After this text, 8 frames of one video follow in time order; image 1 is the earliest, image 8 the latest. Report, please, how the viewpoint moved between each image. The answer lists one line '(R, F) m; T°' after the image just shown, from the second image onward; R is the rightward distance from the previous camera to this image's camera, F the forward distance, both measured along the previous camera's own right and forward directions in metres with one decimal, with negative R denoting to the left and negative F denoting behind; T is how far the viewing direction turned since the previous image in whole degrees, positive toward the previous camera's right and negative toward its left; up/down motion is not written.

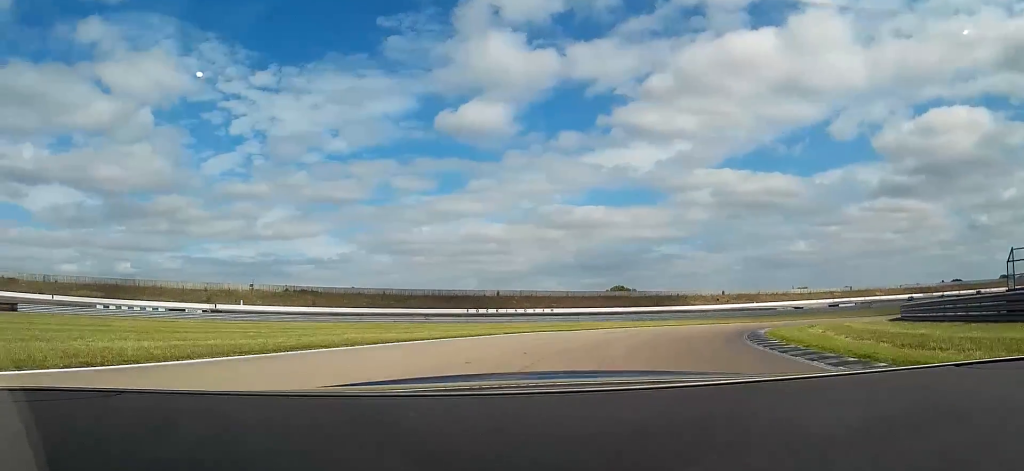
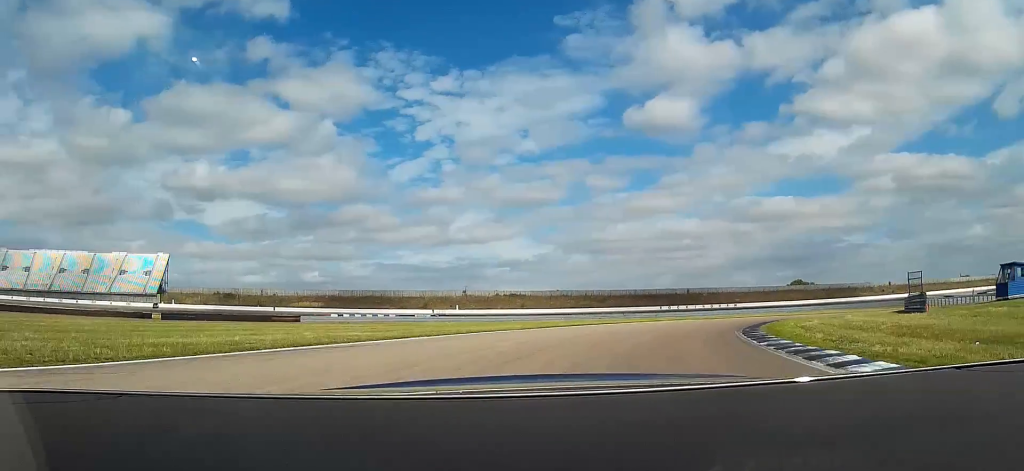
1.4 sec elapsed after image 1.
(-5.3, +24.7) m; -22°
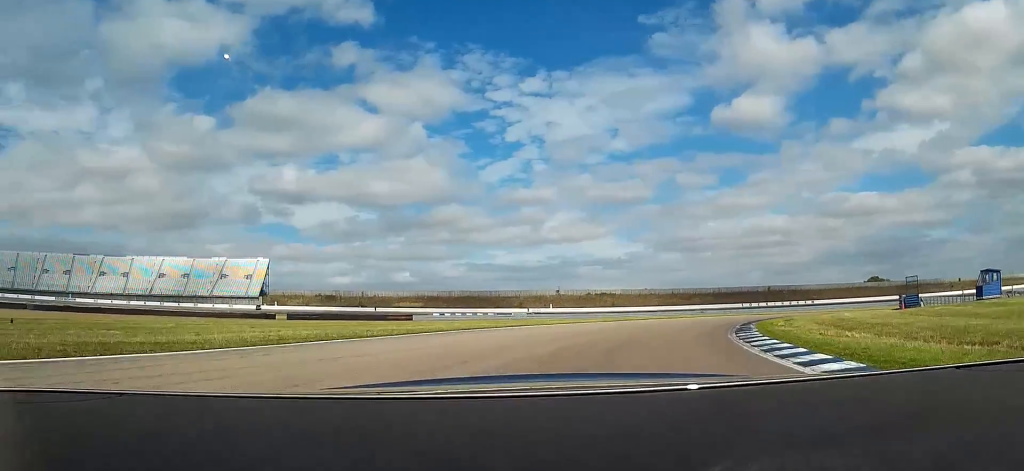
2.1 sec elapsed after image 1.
(-0.9, +12.8) m; -8°
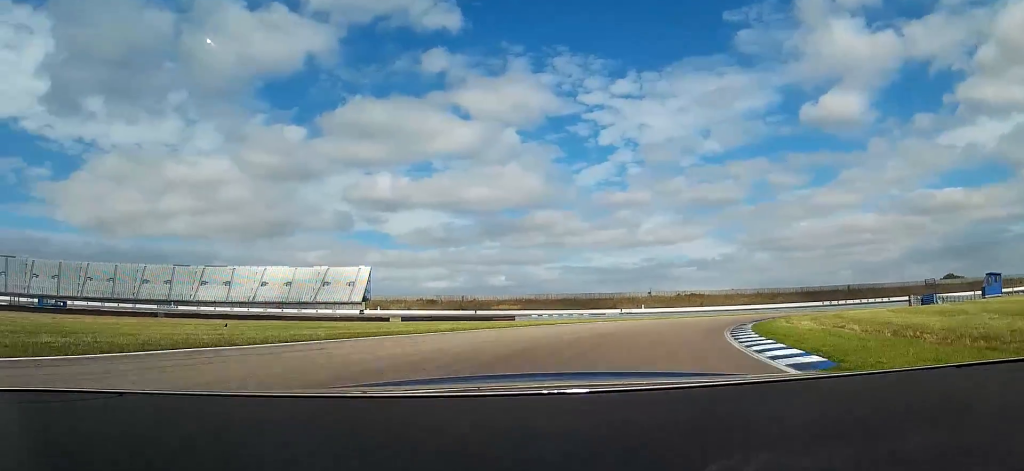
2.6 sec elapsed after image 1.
(-1.0, +12.4) m; -6°
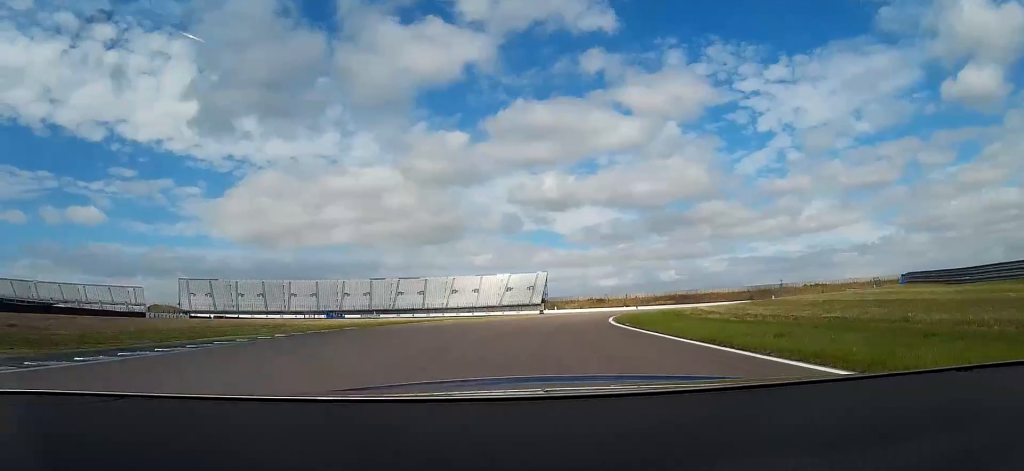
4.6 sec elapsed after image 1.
(-7.0, +50.1) m; -12°
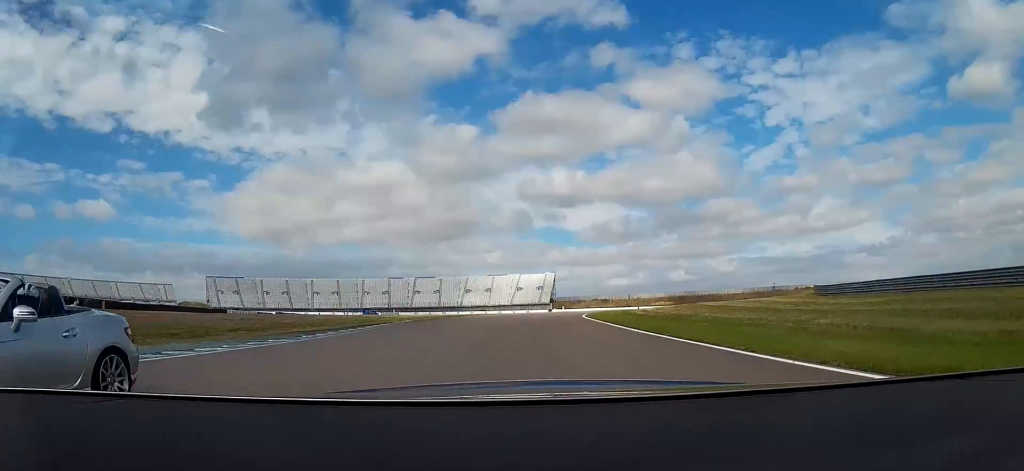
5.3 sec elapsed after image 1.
(-0.3, +21.5) m; -1°
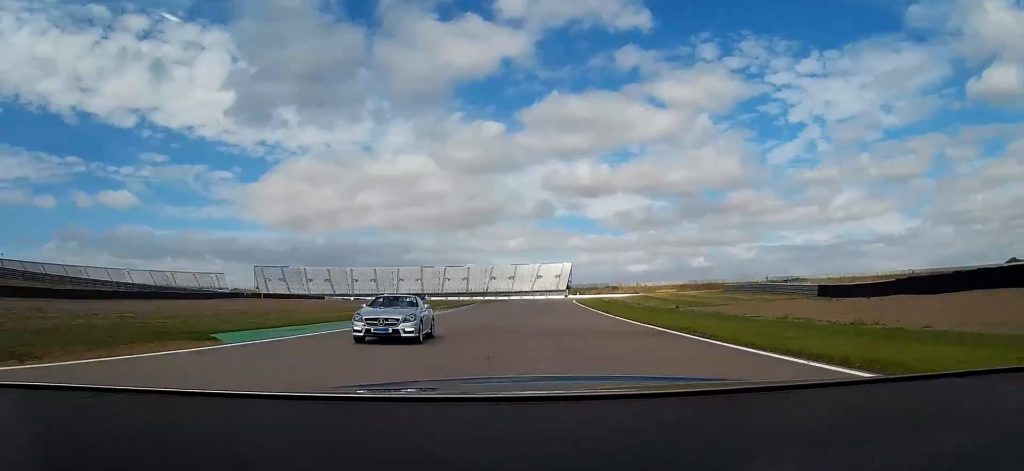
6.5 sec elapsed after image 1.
(-0.3, +38.4) m; -1°
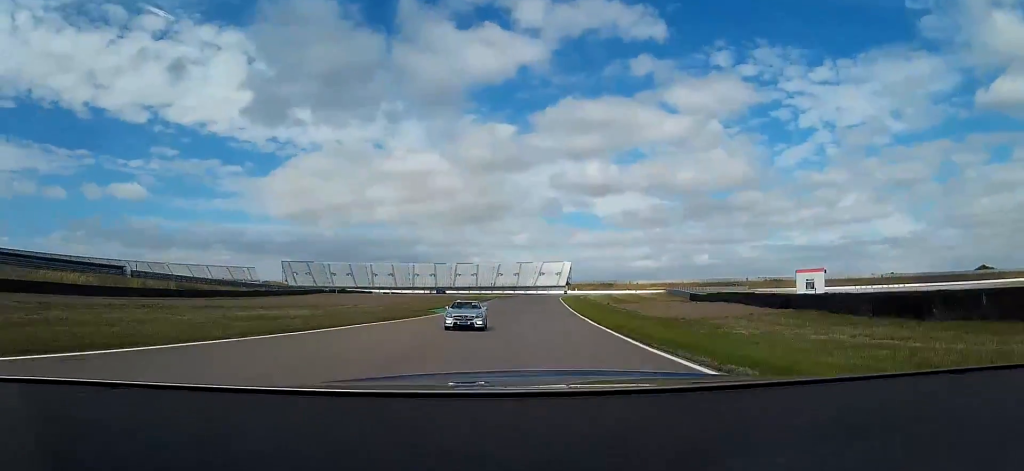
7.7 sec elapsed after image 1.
(-0.3, +39.3) m; -1°
